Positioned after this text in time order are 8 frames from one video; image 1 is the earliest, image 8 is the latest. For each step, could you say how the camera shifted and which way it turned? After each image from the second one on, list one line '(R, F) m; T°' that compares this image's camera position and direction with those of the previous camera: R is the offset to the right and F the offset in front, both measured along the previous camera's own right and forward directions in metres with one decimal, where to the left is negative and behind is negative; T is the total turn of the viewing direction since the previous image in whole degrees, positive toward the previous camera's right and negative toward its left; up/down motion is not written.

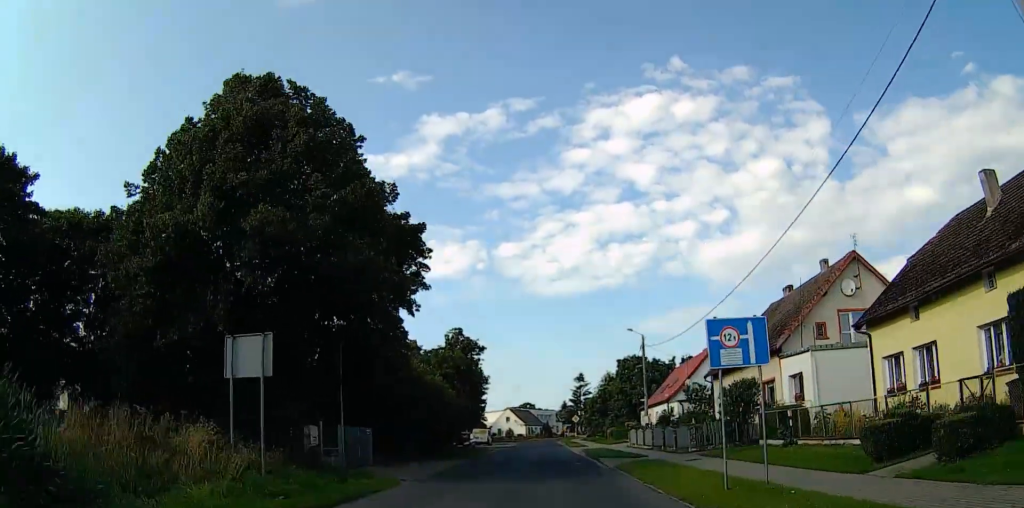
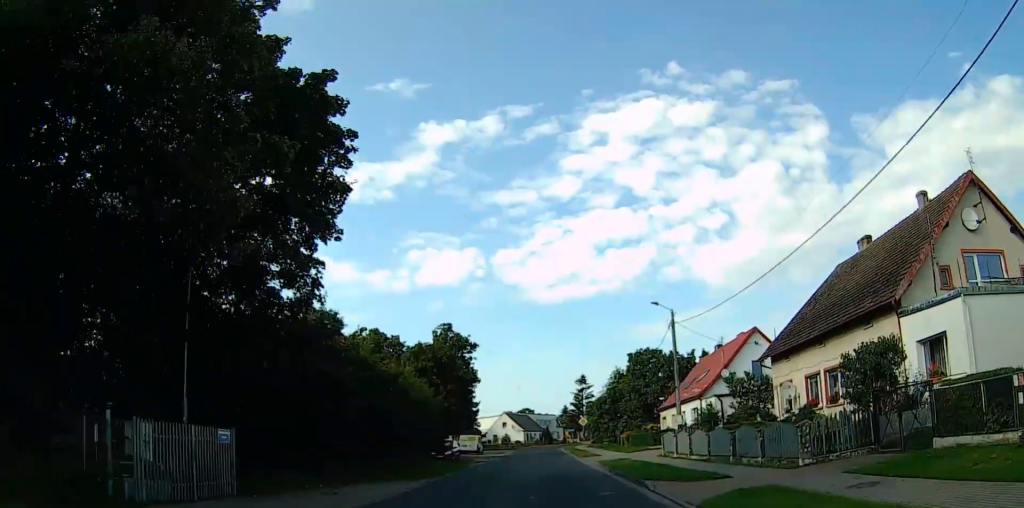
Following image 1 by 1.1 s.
(0.0, +13.1) m; -1°
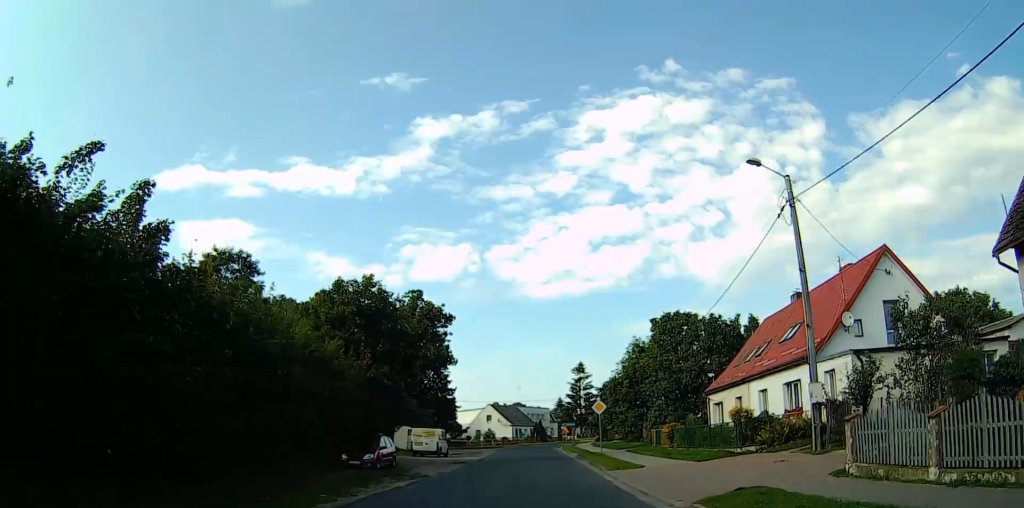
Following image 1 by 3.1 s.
(+0.6, +21.8) m; +4°
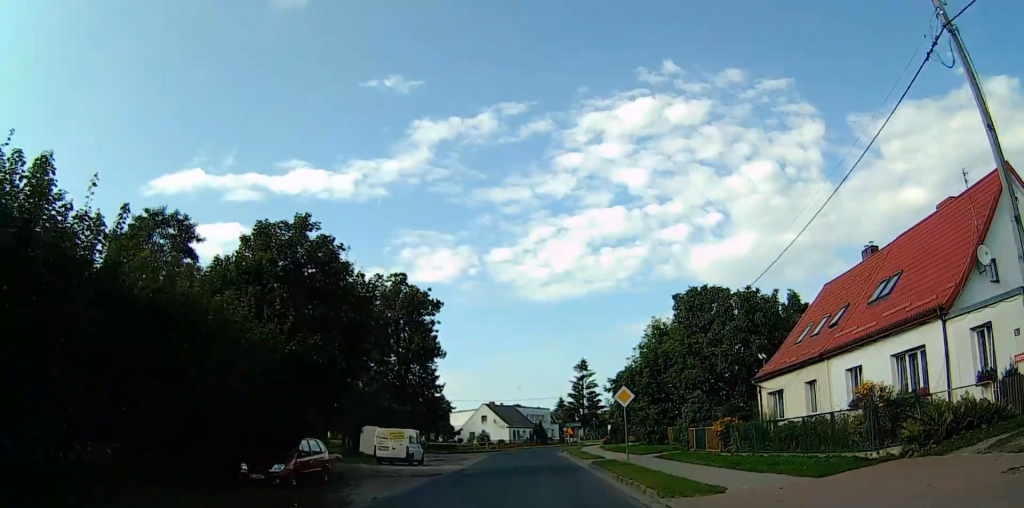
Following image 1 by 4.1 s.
(0.0, +10.8) m; -1°
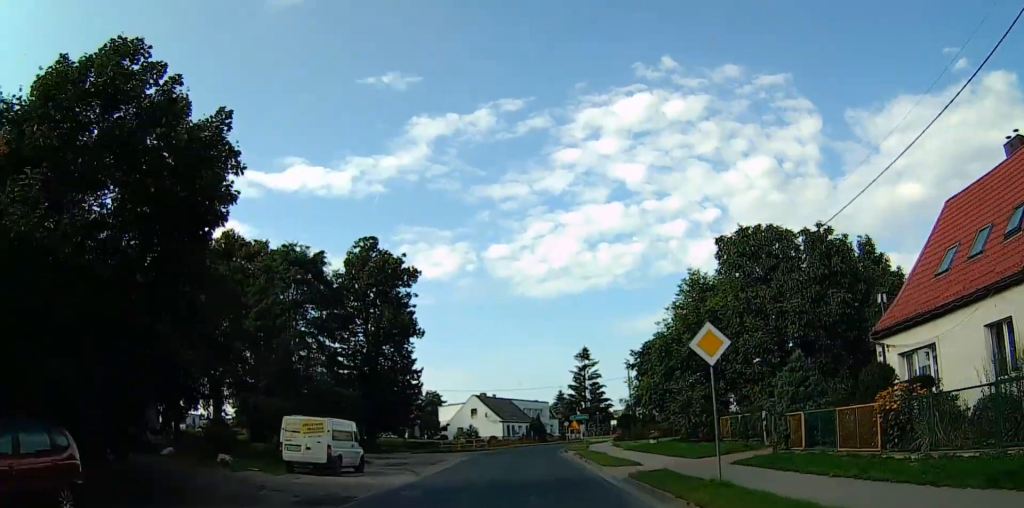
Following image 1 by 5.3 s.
(-0.1, +13.5) m; +2°
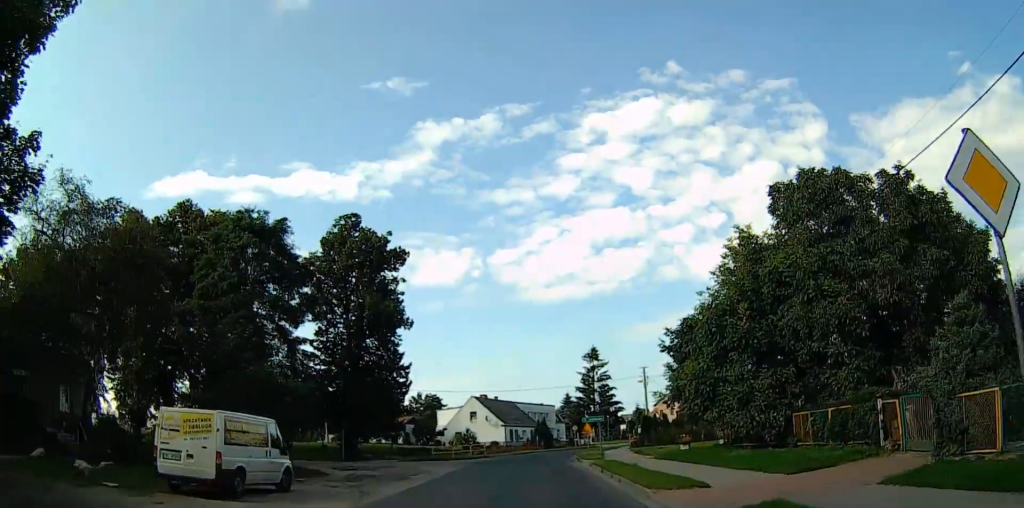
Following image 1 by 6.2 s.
(+0.5, +8.5) m; -1°
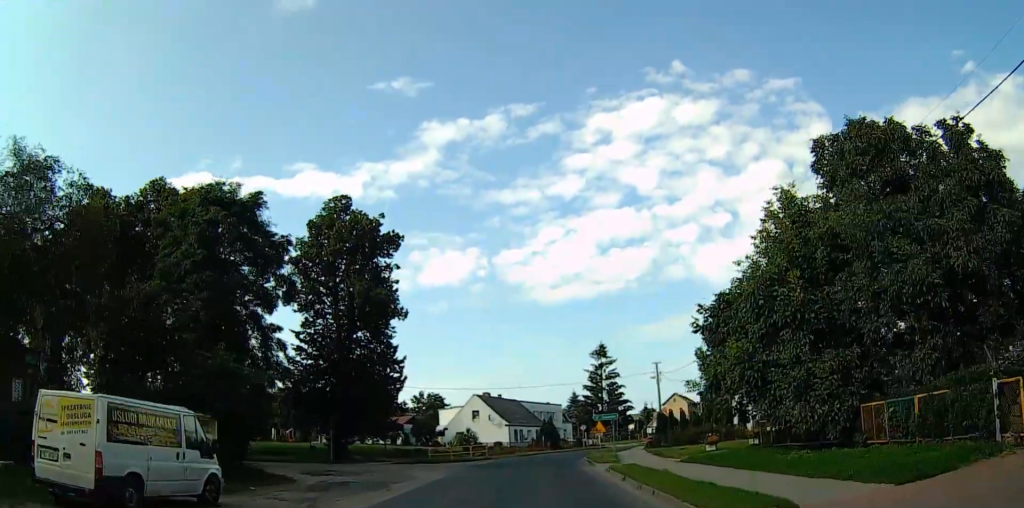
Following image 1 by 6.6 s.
(-0.4, +4.7) m; -2°
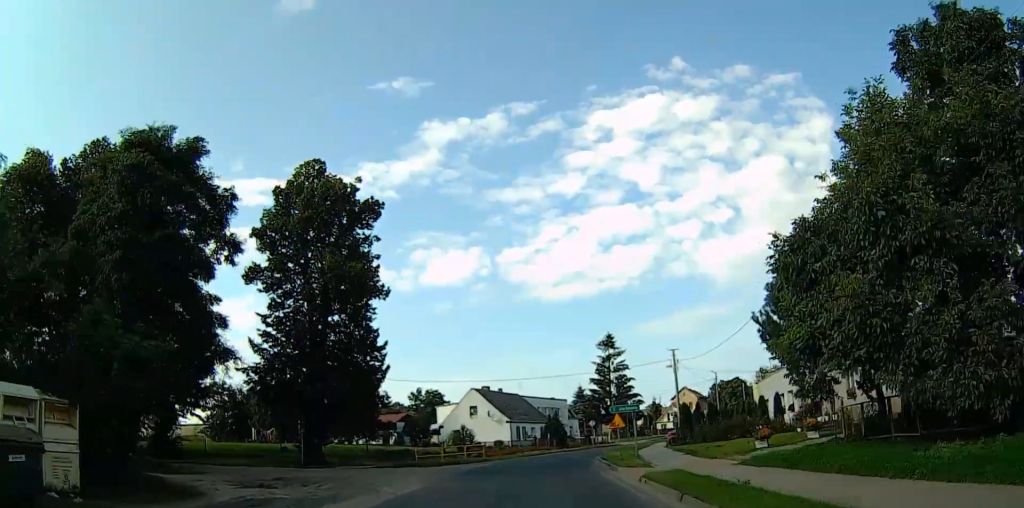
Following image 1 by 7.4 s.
(-0.3, +7.4) m; -2°
